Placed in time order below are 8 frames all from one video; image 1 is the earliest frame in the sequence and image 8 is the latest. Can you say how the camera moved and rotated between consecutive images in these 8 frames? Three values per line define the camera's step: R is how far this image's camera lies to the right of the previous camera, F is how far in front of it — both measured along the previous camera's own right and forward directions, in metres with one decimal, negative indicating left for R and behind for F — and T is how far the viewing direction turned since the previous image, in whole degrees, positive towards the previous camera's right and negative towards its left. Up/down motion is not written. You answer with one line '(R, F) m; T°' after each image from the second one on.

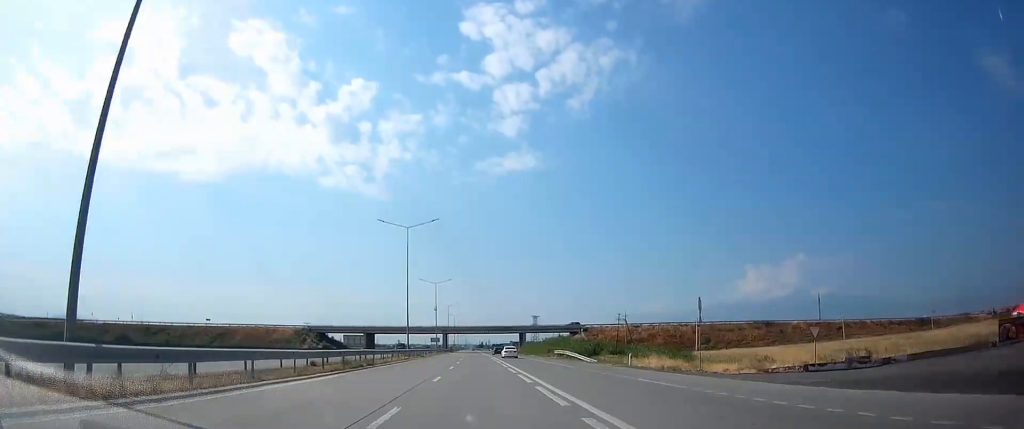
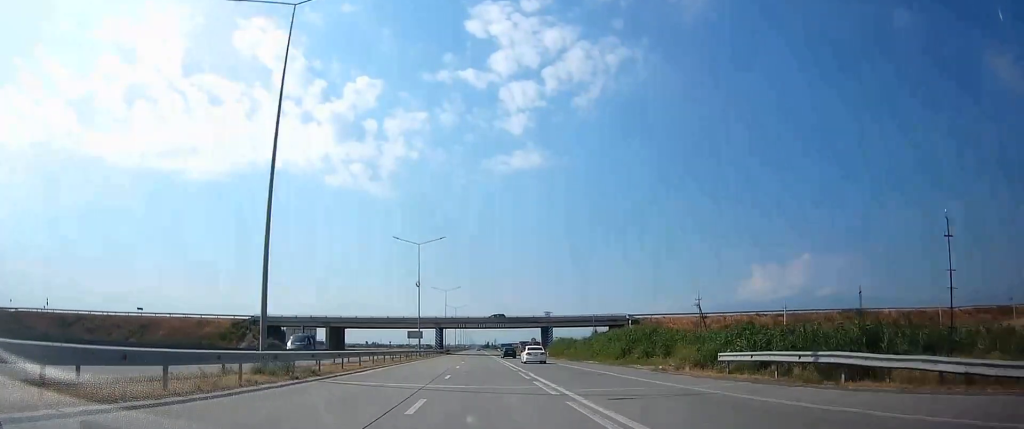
(-0.8, +45.8) m; -1°
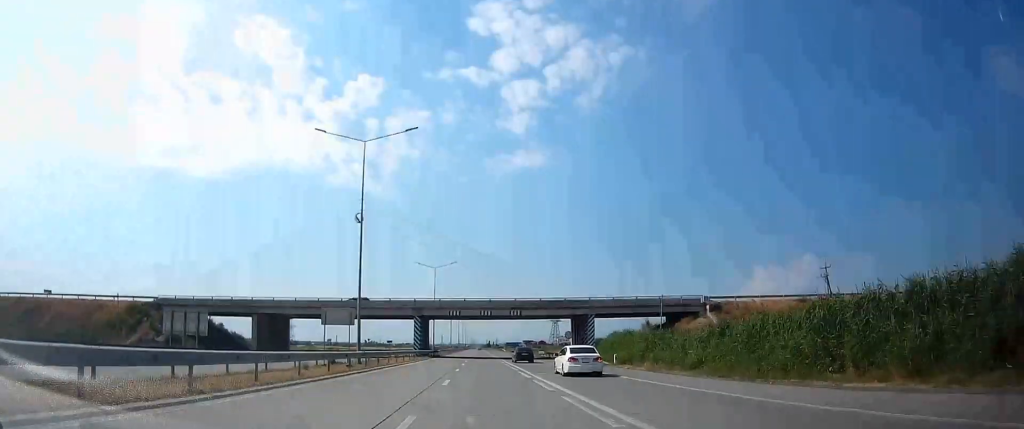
(+0.4, +39.1) m; 0°
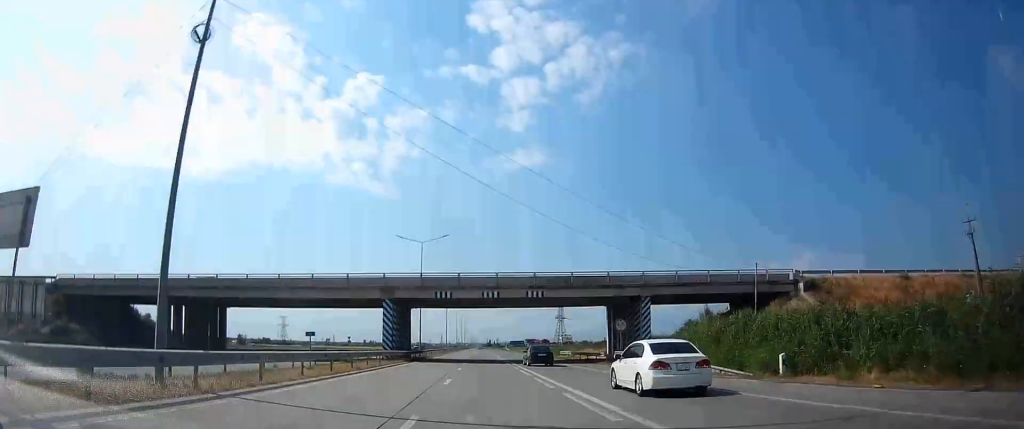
(-0.4, +23.9) m; 0°
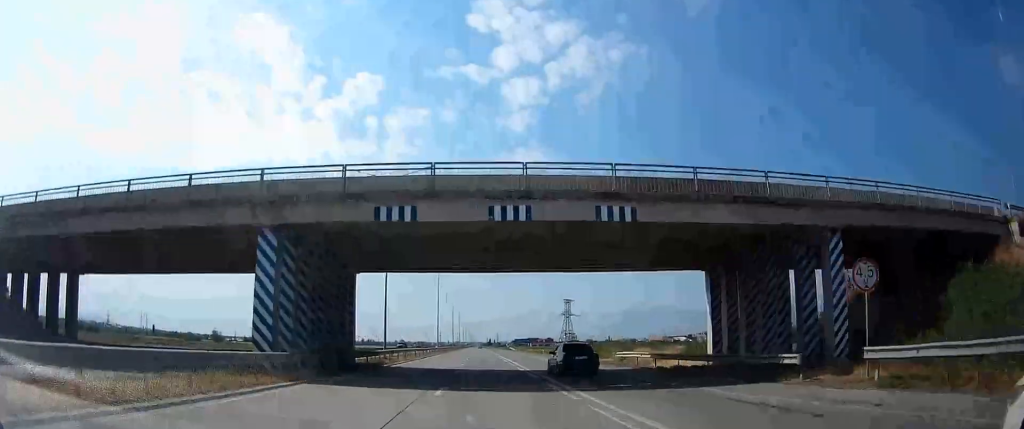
(+0.3, +28.3) m; 0°
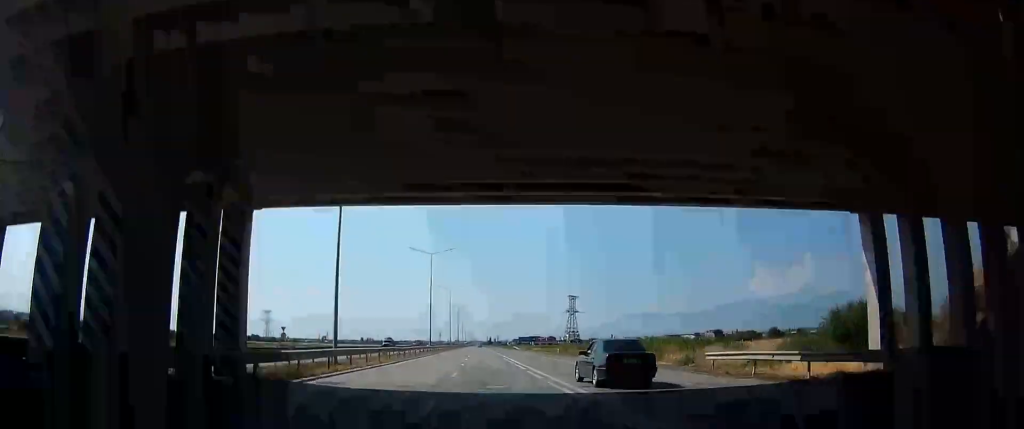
(0.0, +16.3) m; 0°
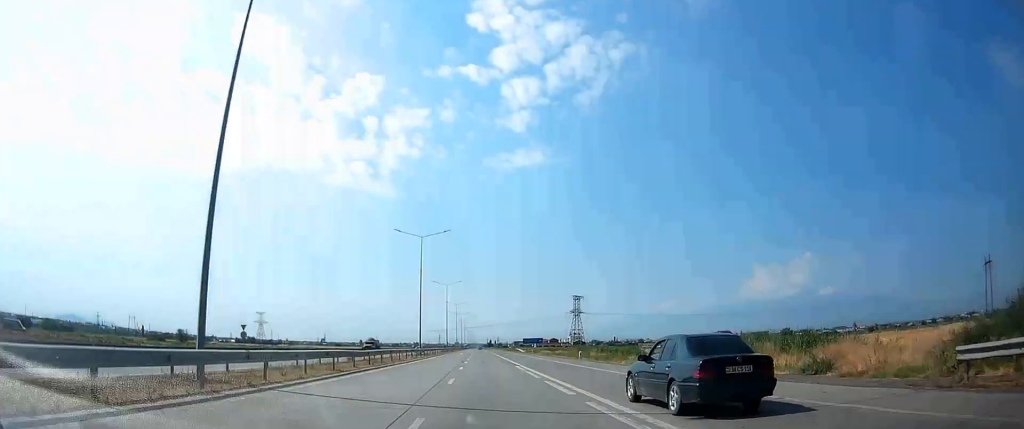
(0.0, +15.2) m; 0°
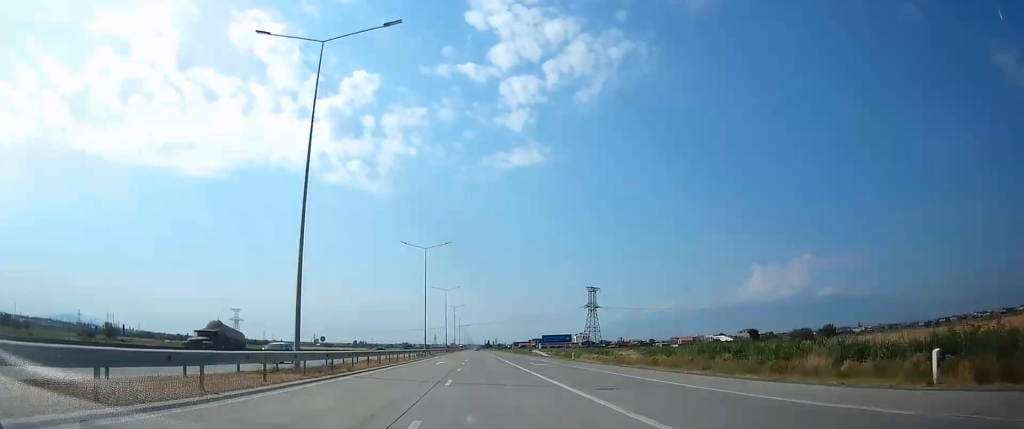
(-0.3, +47.8) m; 0°
